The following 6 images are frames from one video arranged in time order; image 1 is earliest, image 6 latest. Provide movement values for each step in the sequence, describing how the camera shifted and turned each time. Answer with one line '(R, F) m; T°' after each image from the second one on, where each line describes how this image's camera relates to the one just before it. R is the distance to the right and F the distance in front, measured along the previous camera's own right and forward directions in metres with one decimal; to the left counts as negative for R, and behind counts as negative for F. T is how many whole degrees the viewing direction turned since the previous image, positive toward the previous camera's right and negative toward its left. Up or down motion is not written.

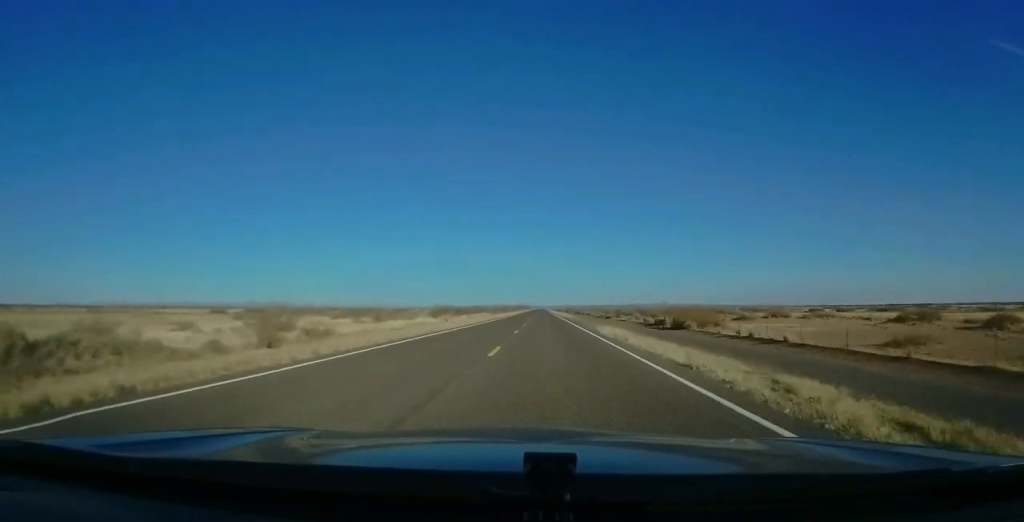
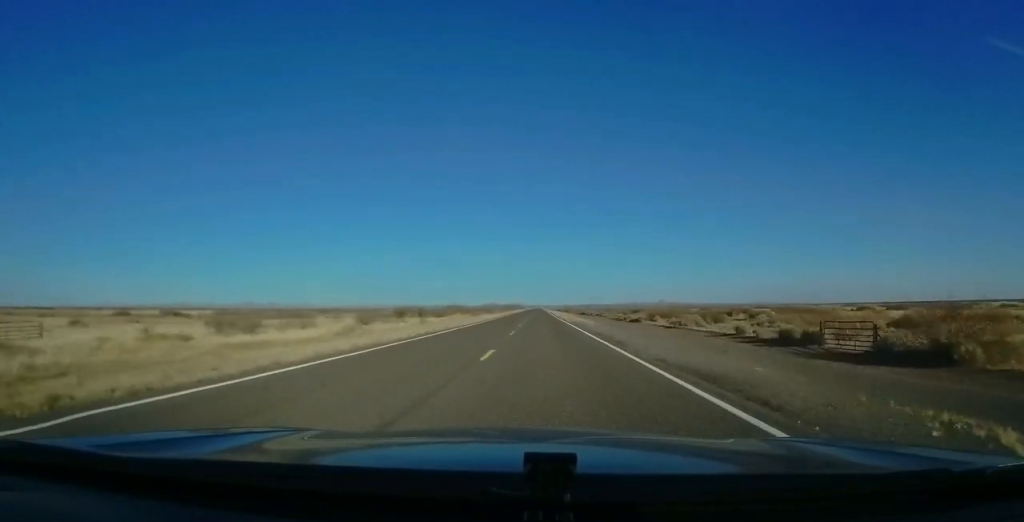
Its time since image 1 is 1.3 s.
(+0.1, +37.3) m; +1°
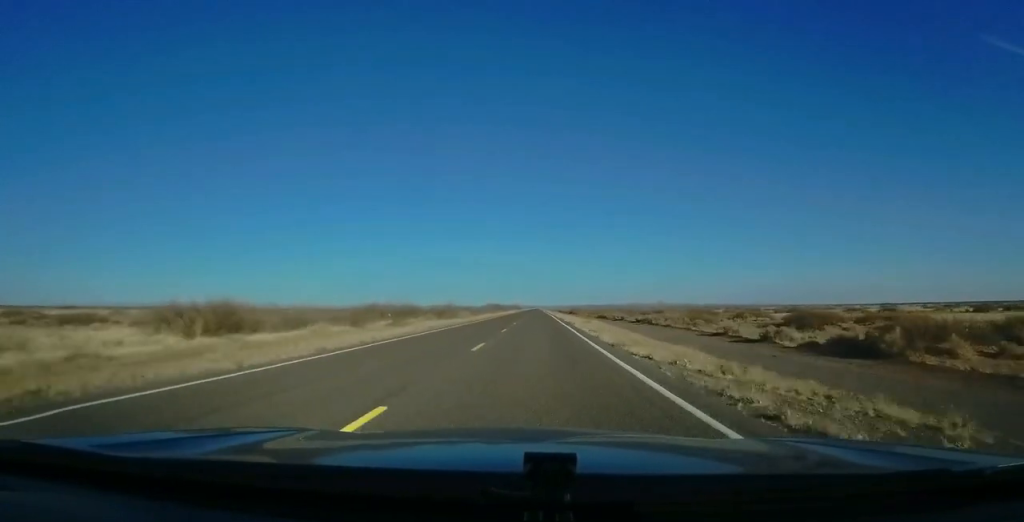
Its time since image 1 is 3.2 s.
(+0.1, +58.0) m; 0°
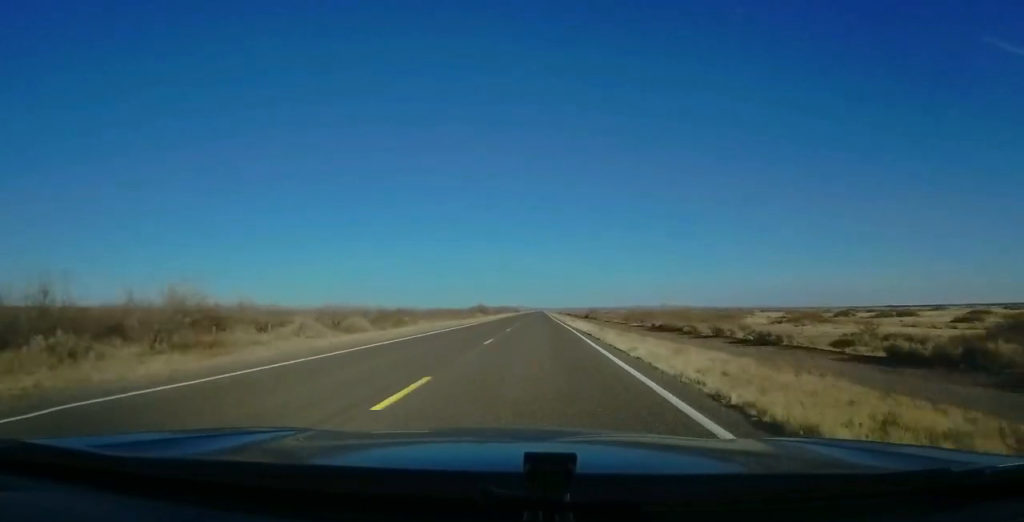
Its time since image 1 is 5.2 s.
(+0.1, +57.9) m; 0°
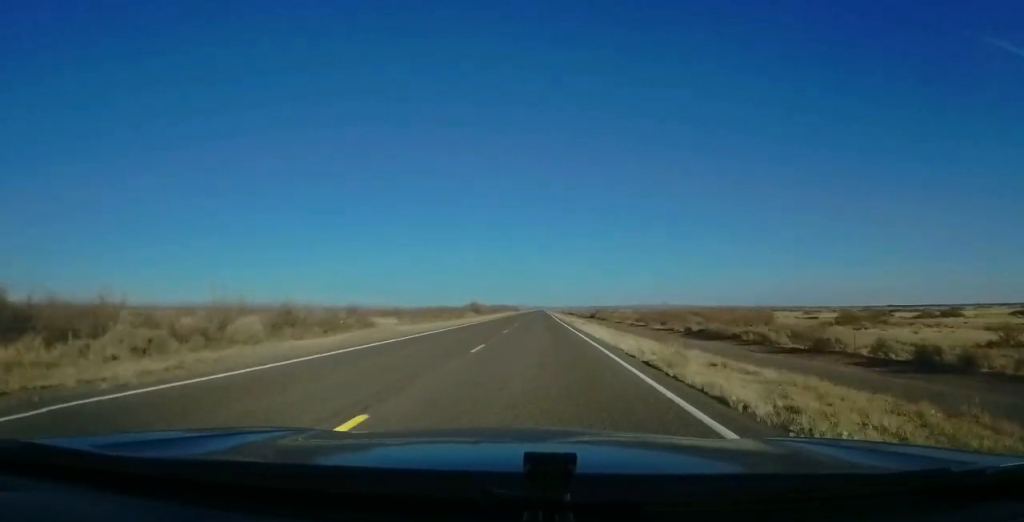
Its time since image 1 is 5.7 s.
(0.0, +15.8) m; 0°
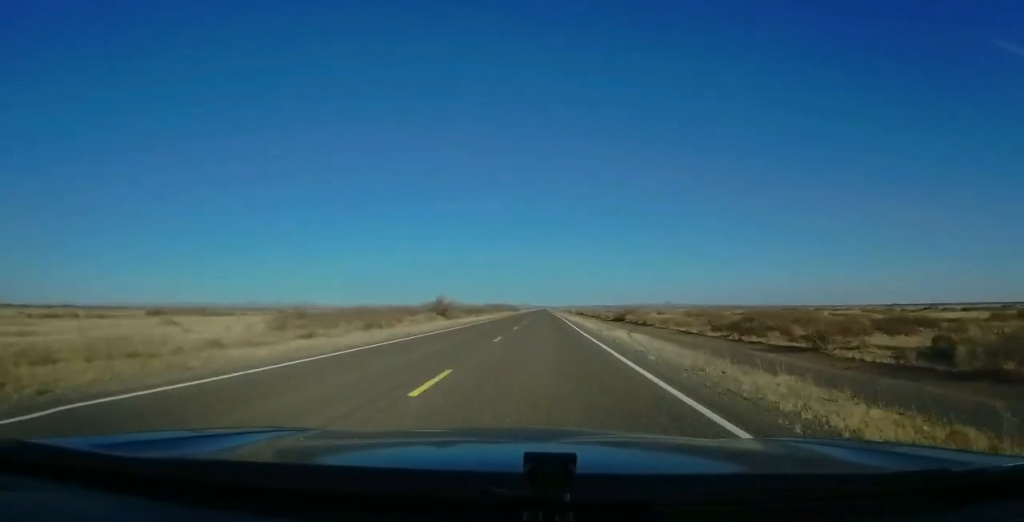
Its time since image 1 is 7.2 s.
(-0.6, +44.3) m; -1°
